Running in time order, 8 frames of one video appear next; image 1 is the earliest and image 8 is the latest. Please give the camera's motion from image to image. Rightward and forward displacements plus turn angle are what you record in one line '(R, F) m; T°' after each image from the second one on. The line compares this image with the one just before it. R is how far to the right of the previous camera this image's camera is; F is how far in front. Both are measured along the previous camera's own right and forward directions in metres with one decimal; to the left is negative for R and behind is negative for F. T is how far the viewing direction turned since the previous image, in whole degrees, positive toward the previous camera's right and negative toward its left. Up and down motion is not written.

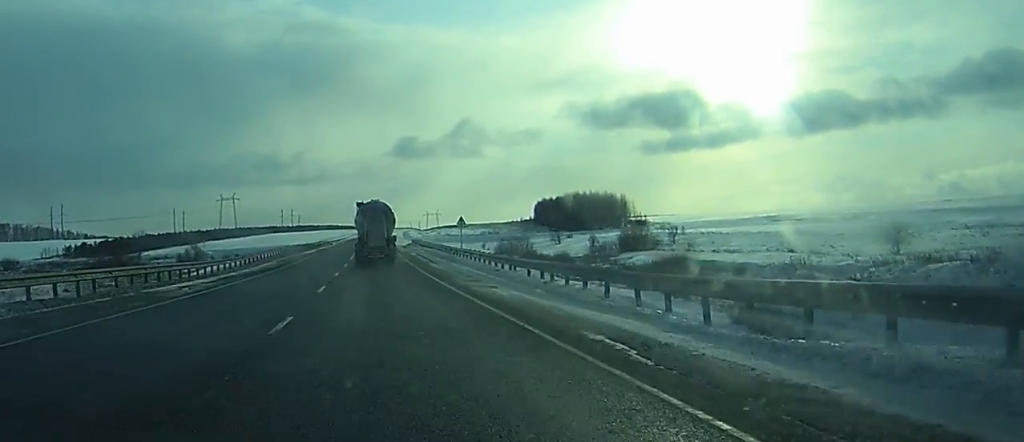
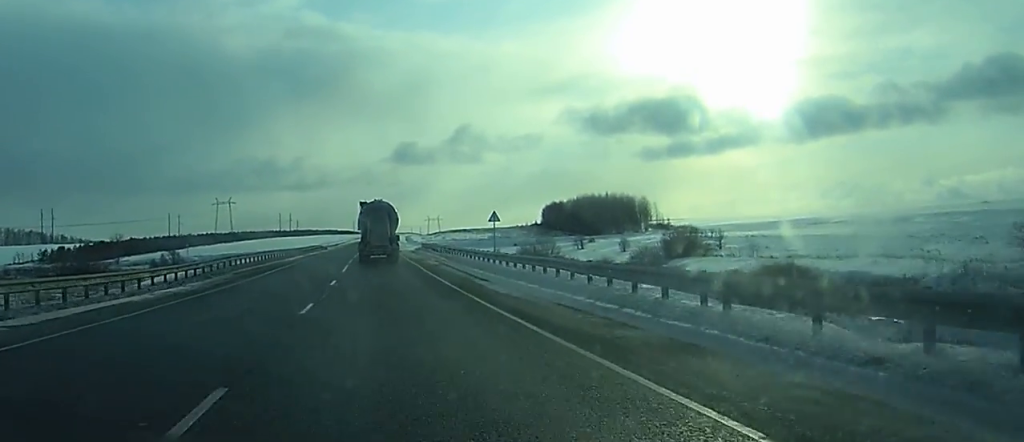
(0.0, +19.7) m; 0°
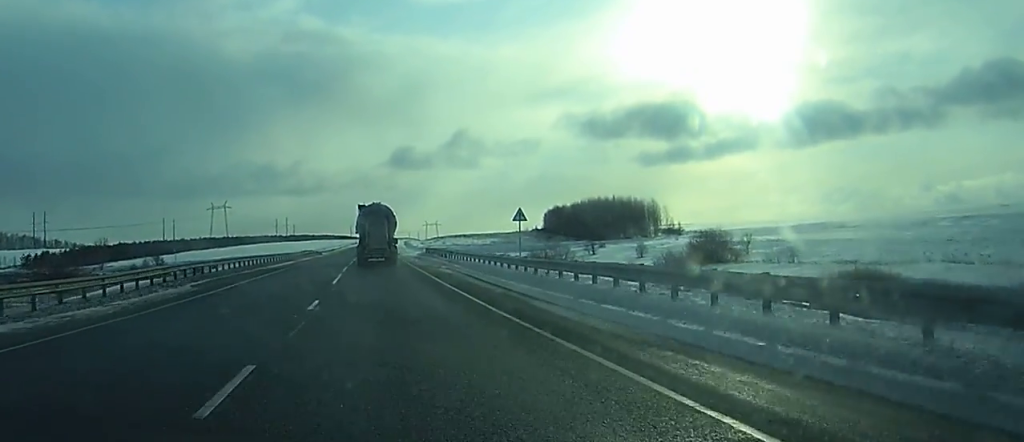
(+0.1, +10.3) m; 0°
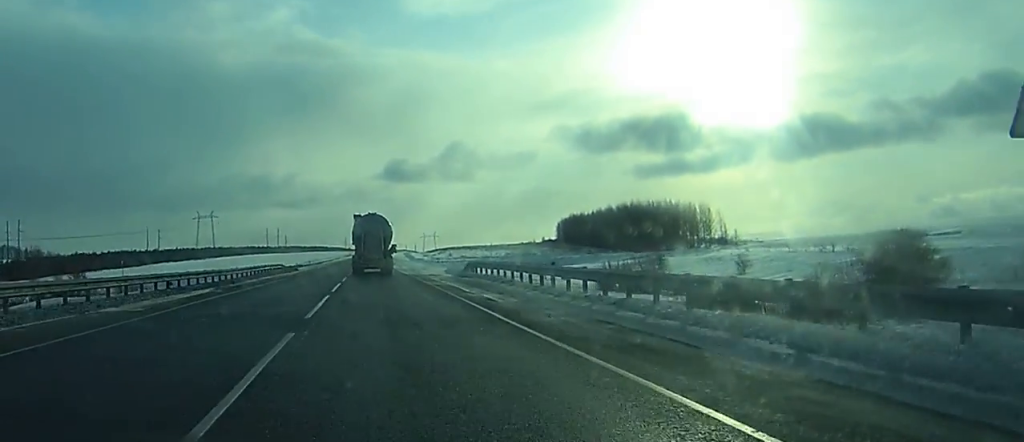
(+0.1, +38.0) m; +1°
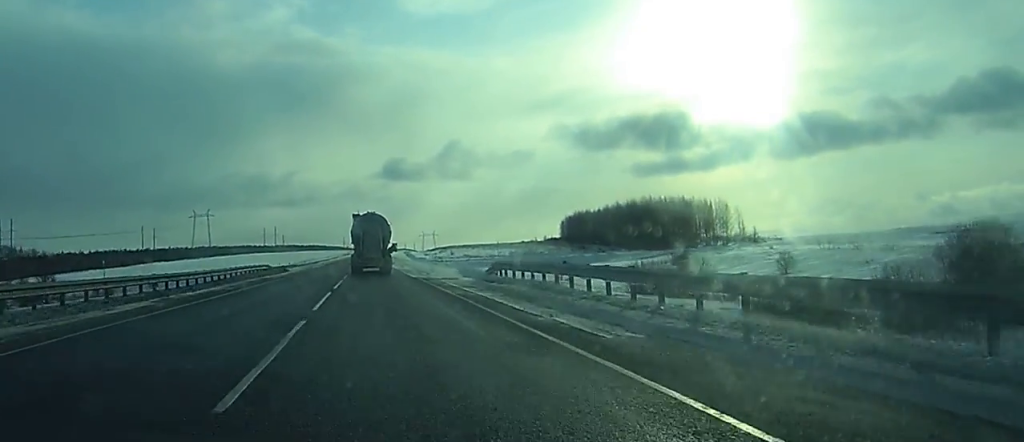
(+0.1, +10.3) m; 0°
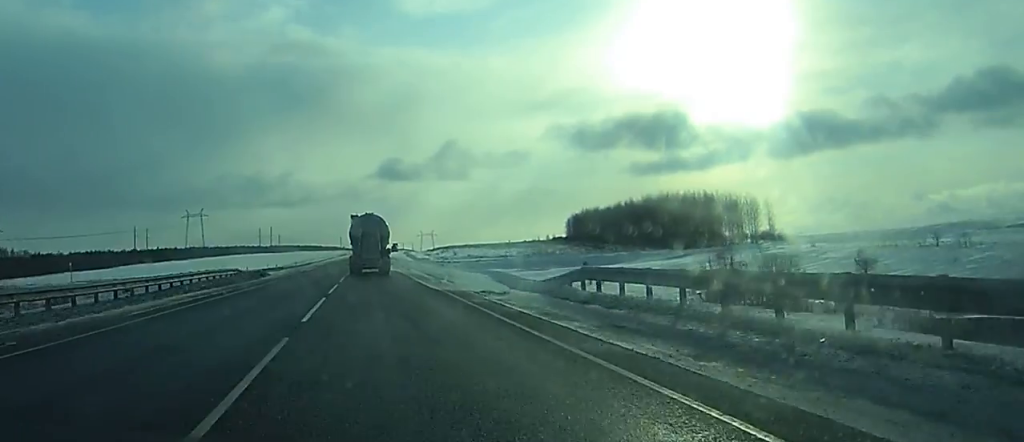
(-0.1, +15.0) m; -1°
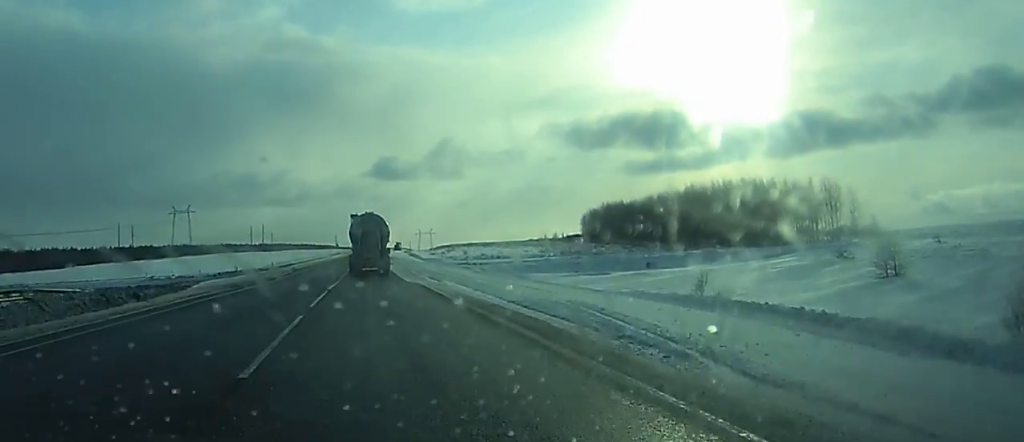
(-0.4, +31.5) m; -1°
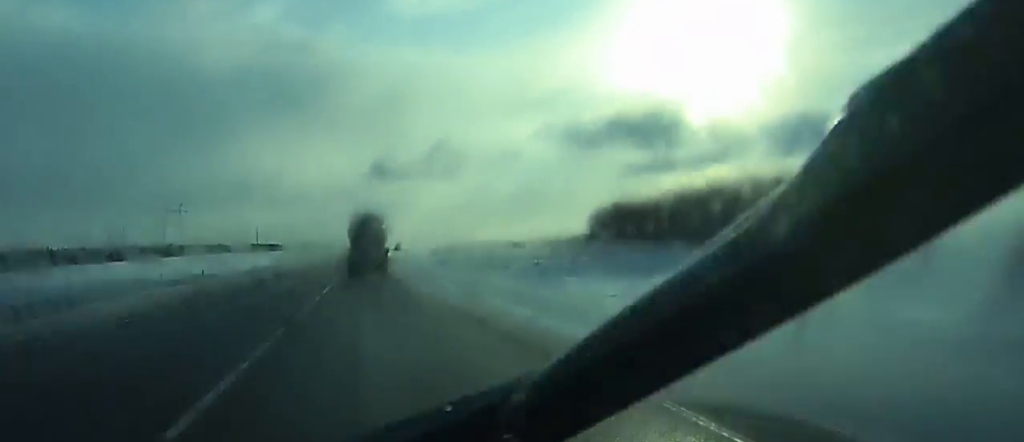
(+0.1, +15.2) m; 0°
